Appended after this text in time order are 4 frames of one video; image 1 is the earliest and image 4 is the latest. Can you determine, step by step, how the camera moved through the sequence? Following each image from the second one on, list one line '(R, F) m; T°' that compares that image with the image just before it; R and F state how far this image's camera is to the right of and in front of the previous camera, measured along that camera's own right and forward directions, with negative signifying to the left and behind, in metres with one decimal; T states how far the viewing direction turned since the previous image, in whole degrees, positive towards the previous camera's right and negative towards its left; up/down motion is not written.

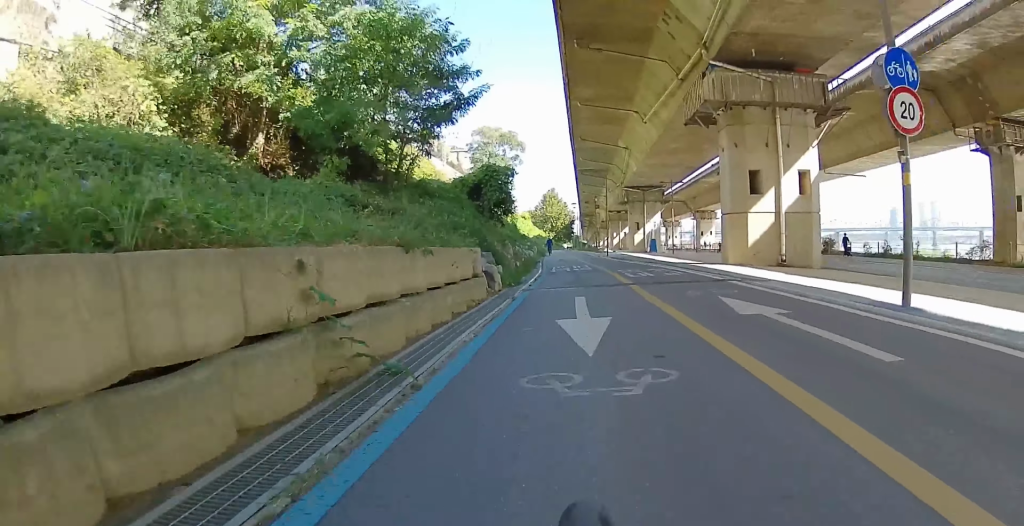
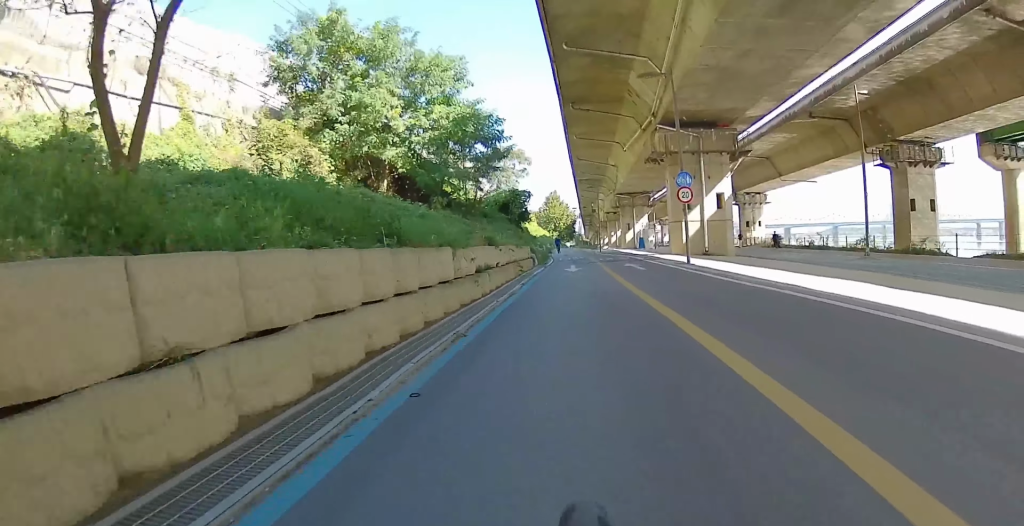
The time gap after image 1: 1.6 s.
(-0.4, +13.2) m; 0°
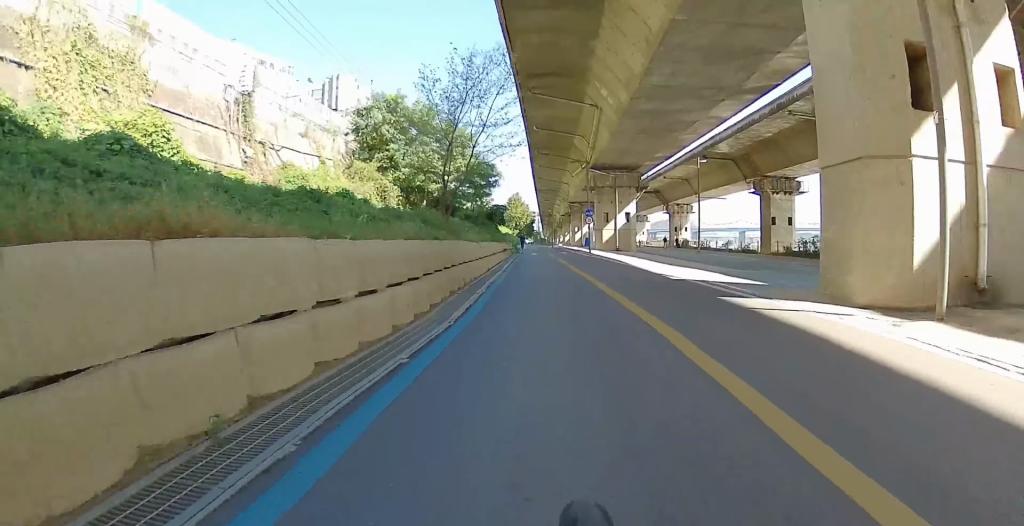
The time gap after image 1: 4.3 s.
(+0.6, +21.4) m; -1°
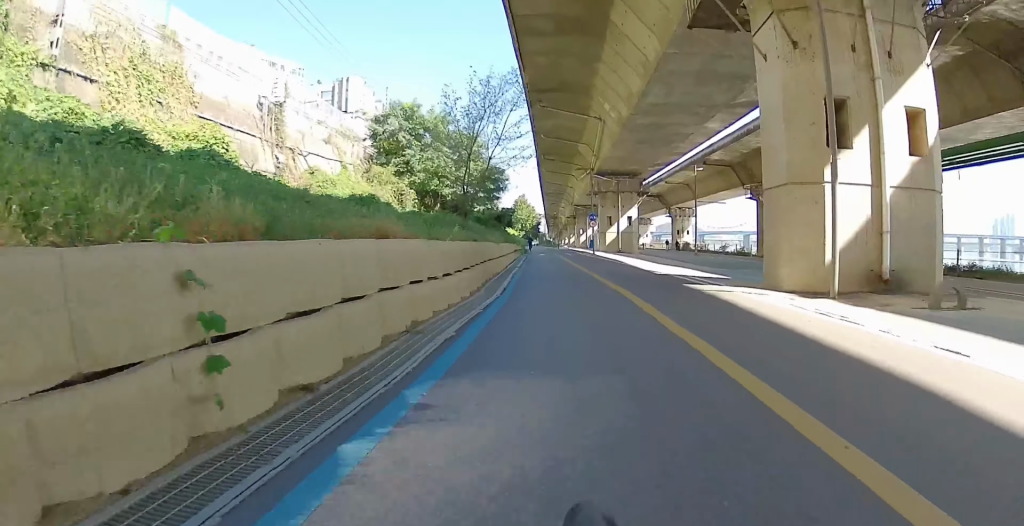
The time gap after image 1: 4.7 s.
(-0.1, +3.3) m; +1°
